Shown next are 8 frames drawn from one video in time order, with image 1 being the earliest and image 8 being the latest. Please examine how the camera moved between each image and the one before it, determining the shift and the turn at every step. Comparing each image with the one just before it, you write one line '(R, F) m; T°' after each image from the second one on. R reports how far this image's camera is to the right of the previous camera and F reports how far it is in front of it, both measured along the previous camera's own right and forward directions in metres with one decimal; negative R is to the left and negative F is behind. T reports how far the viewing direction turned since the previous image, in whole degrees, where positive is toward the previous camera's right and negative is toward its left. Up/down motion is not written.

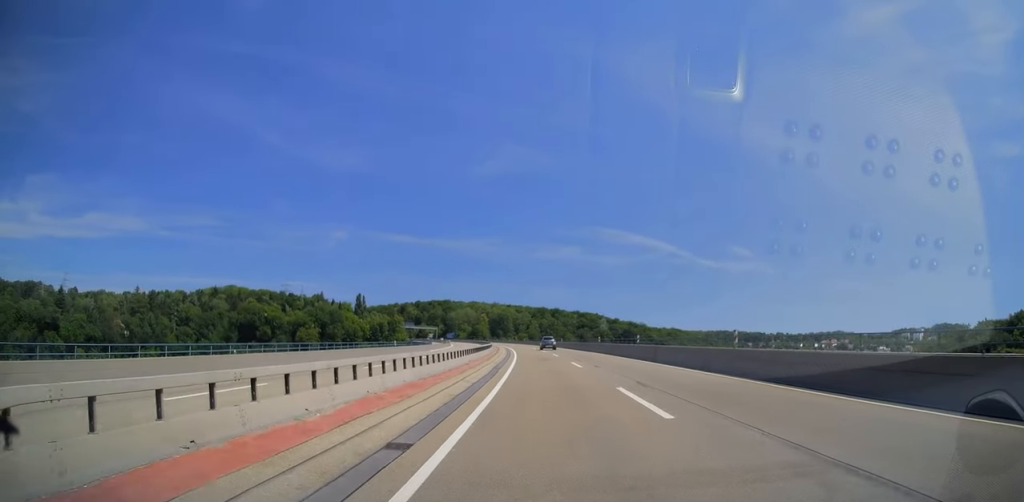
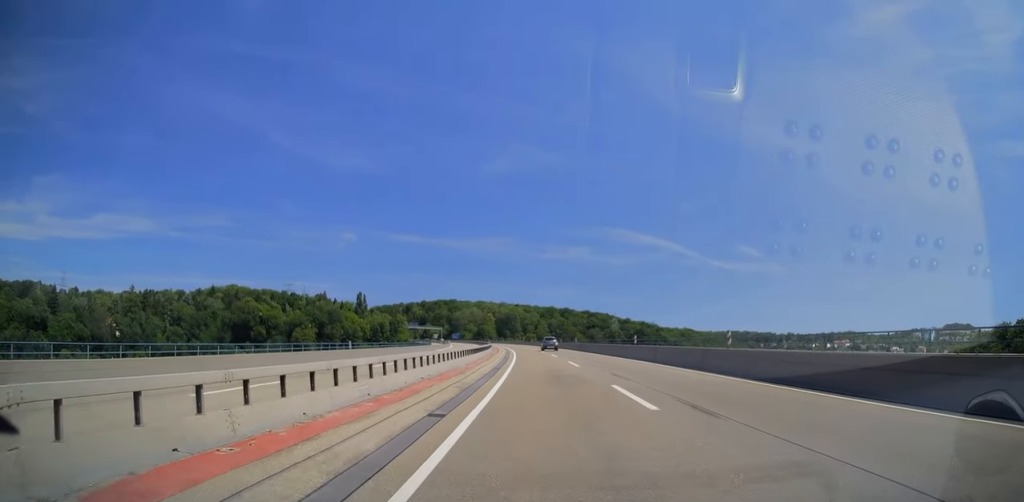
(-0.1, +16.8) m; -1°
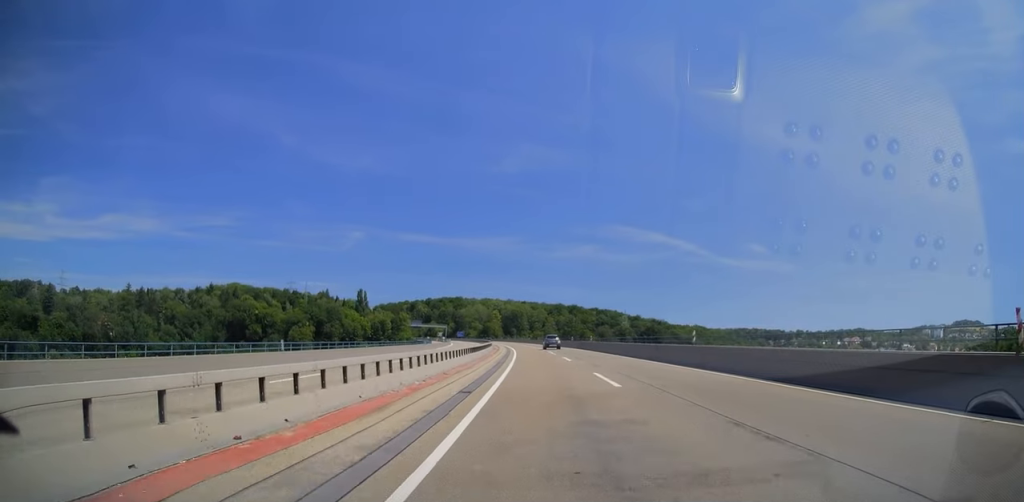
(-0.1, +13.1) m; -1°
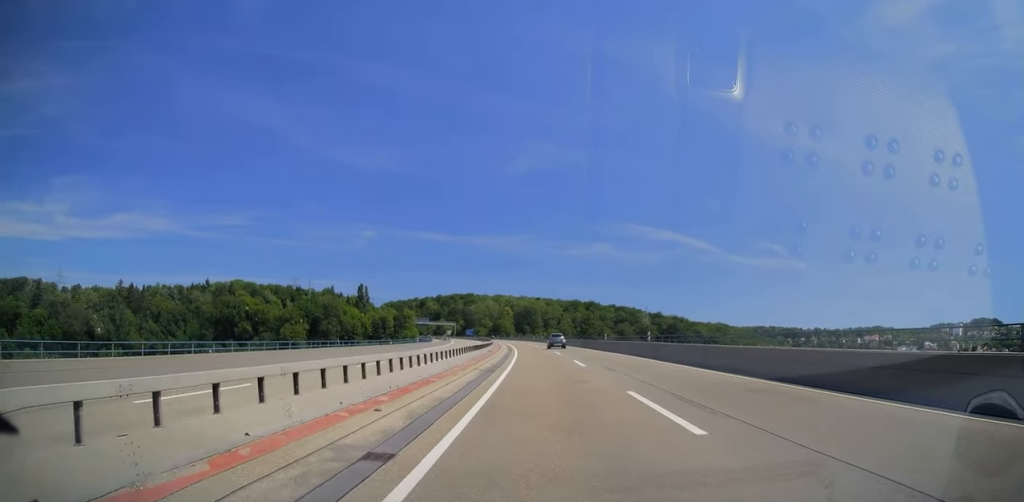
(-0.4, +25.7) m; -2°
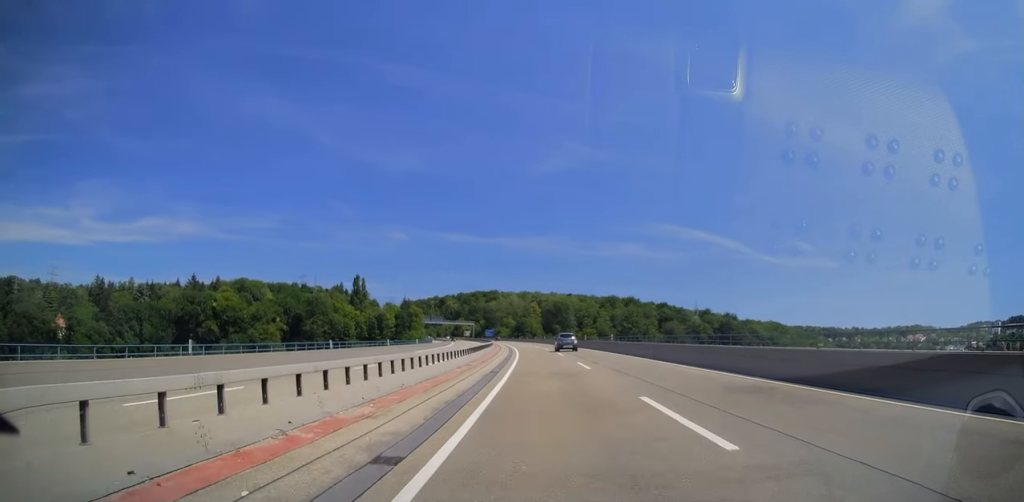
(-1.0, +54.9) m; -2°
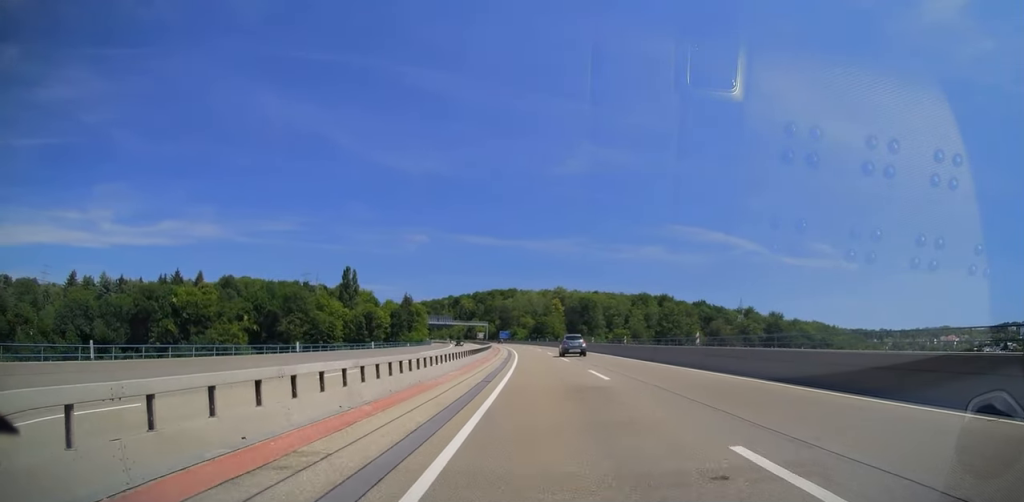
(-1.1, +41.7) m; -4°
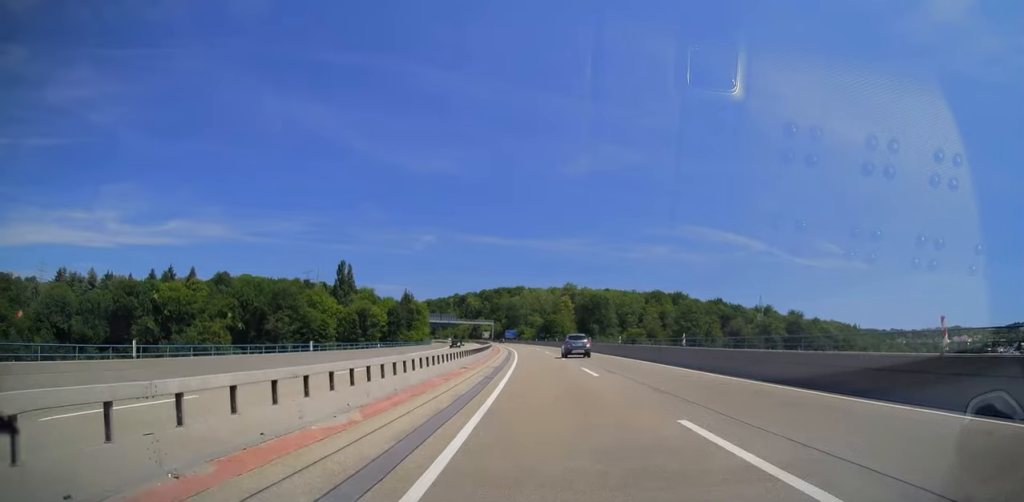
(-0.1, +15.5) m; -2°
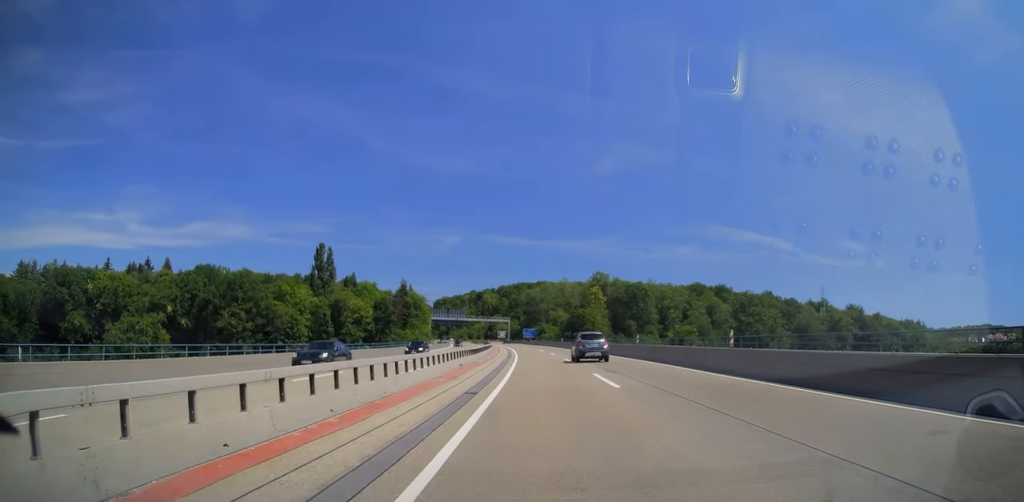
(-1.7, +41.2) m; -2°
